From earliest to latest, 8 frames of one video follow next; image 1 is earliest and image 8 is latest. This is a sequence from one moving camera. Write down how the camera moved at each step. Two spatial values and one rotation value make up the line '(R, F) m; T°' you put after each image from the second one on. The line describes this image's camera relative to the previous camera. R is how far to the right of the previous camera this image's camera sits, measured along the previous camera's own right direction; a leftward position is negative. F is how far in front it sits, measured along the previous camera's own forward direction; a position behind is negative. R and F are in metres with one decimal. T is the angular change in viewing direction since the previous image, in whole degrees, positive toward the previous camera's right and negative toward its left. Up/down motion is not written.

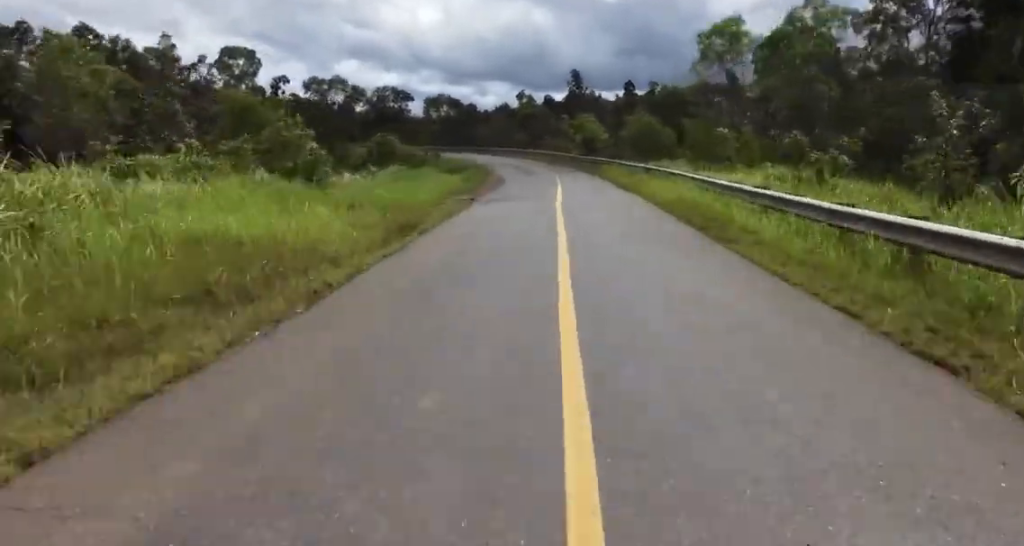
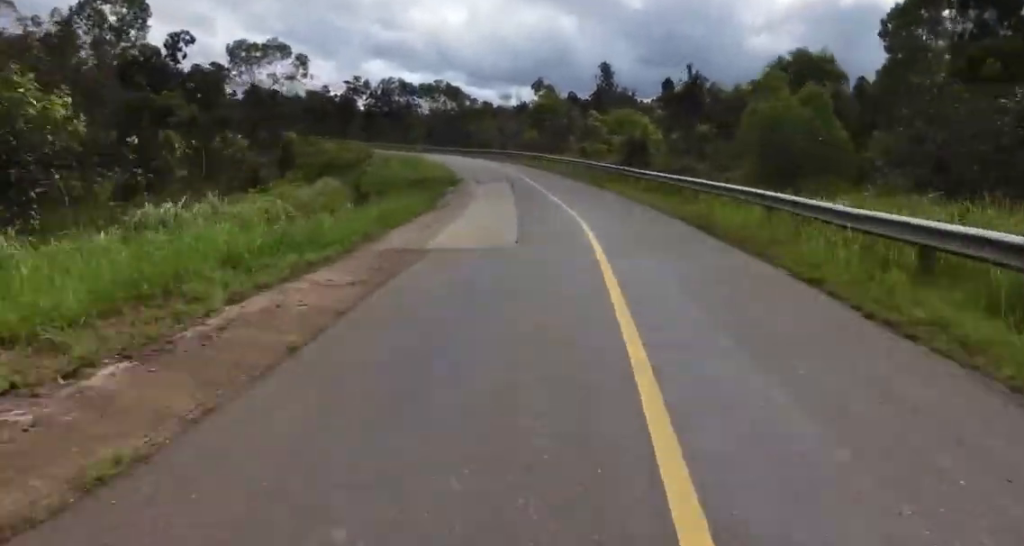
(-1.6, +20.9) m; -3°
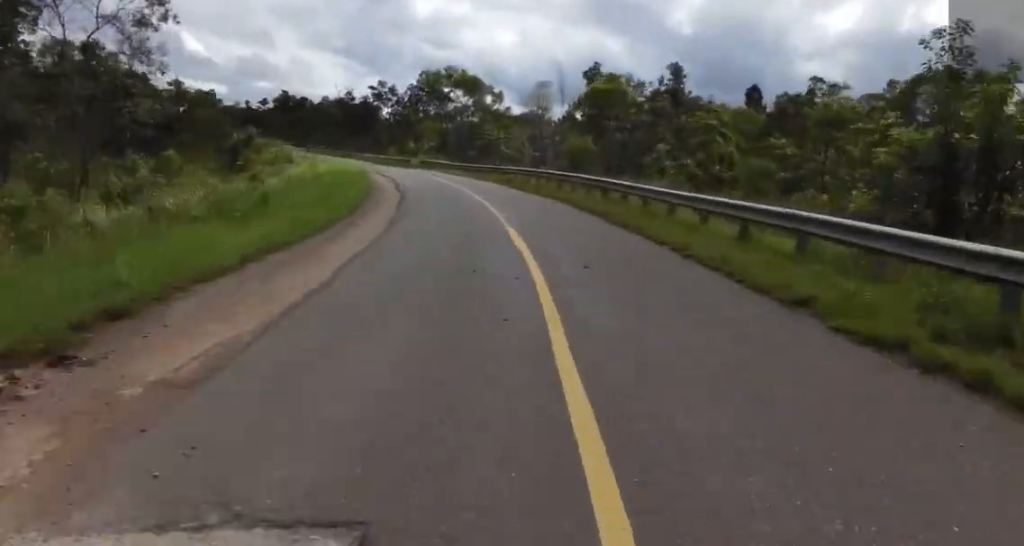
(+0.9, +27.6) m; -9°
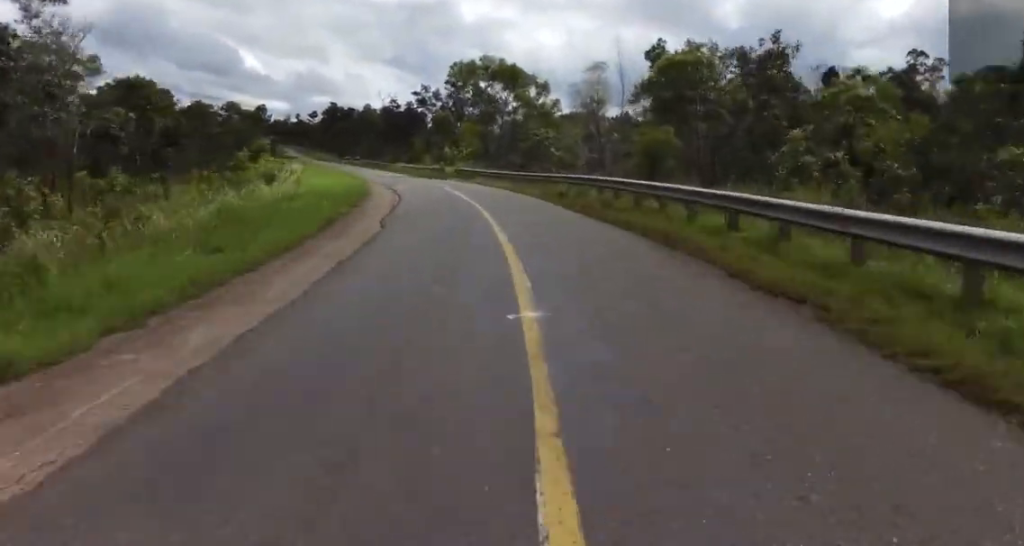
(+0.1, +9.2) m; -8°
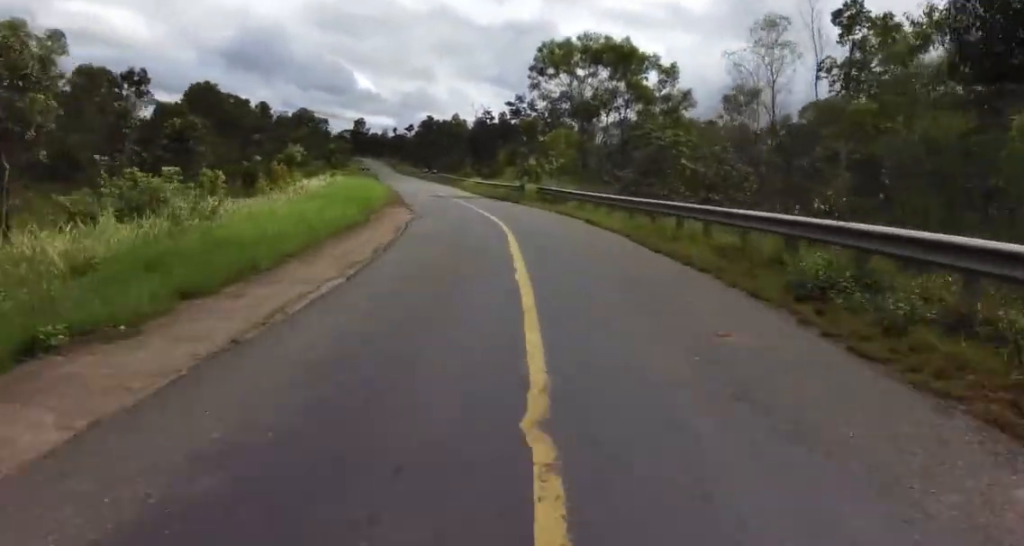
(-3.9, +16.1) m; -7°
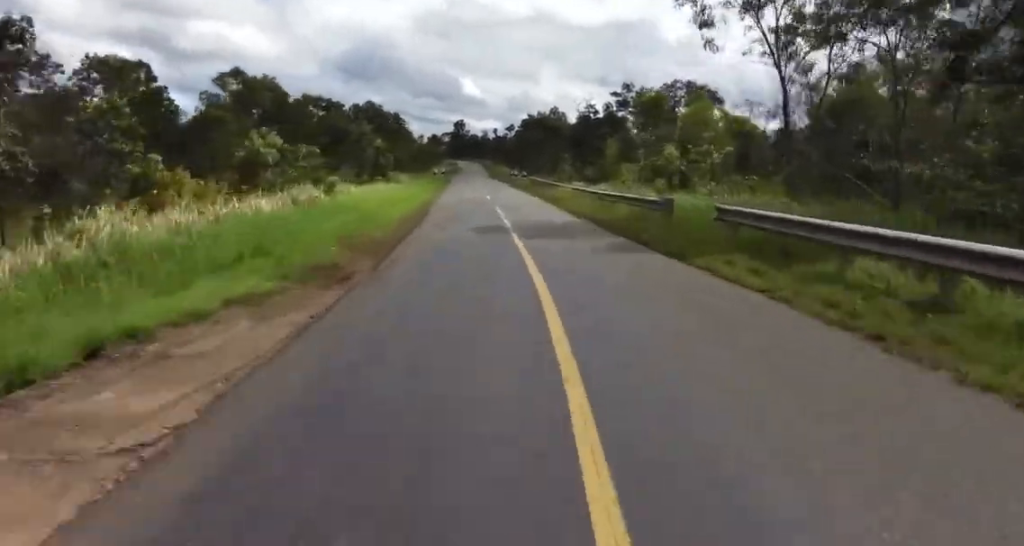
(+2.1, +19.0) m; 0°
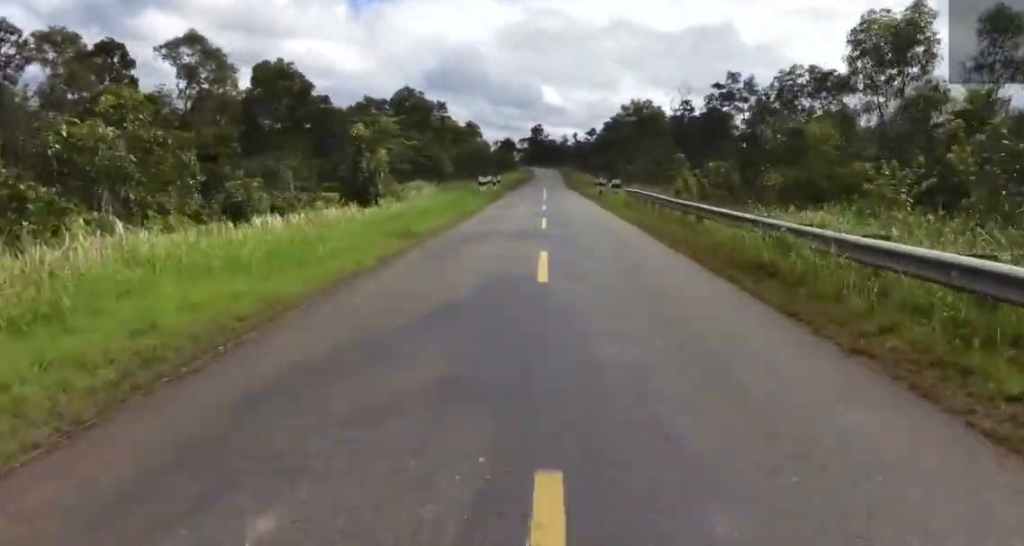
(-2.0, +22.6) m; -2°
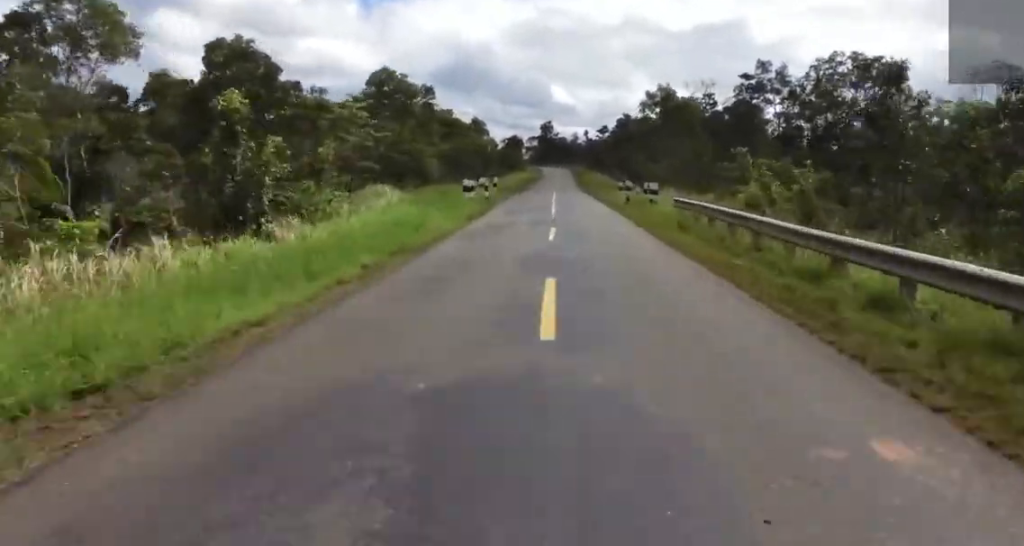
(+0.8, +10.8) m; 0°
